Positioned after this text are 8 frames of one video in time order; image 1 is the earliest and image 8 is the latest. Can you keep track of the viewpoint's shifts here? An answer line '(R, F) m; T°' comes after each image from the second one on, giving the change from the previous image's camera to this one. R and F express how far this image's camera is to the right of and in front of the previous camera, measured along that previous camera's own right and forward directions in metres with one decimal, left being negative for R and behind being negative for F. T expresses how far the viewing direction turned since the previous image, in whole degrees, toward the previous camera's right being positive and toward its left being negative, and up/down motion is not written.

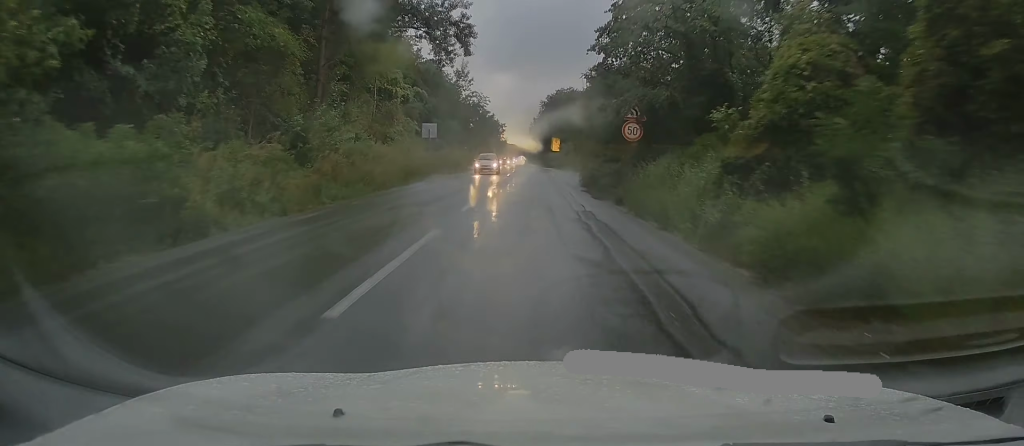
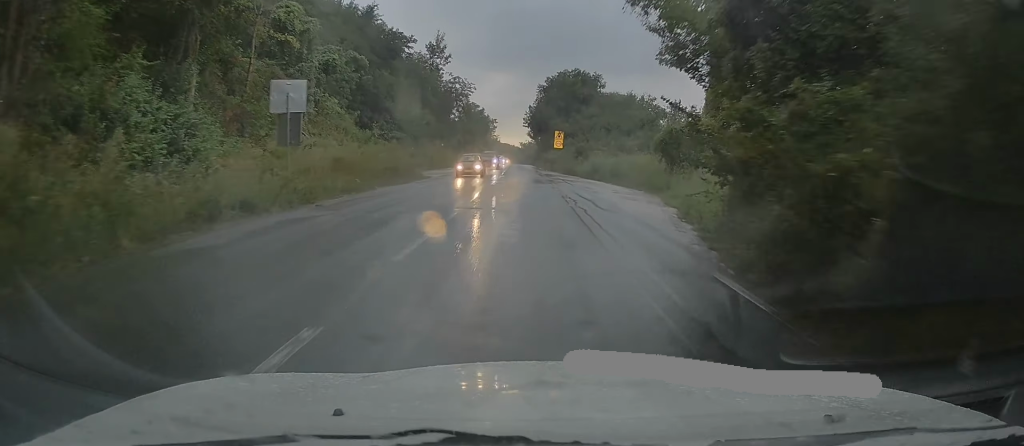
(+0.6, +24.3) m; +2°
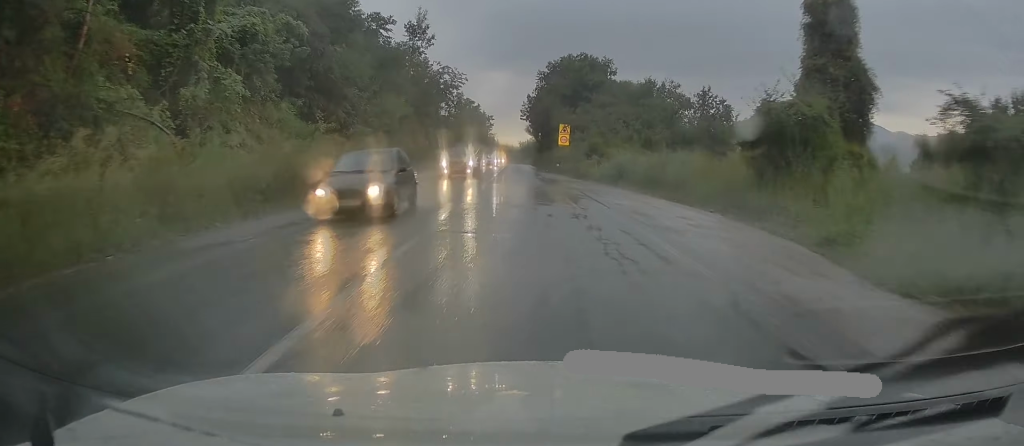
(-0.2, +12.7) m; -1°
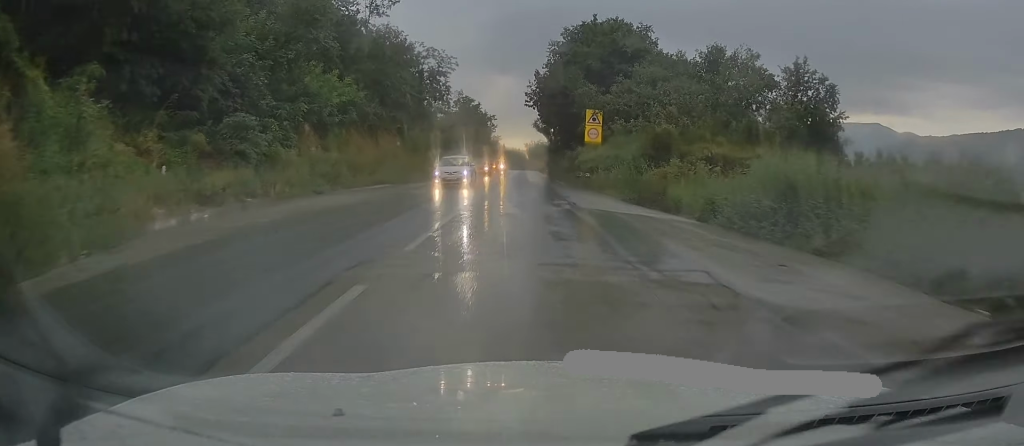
(-0.1, +20.9) m; -1°
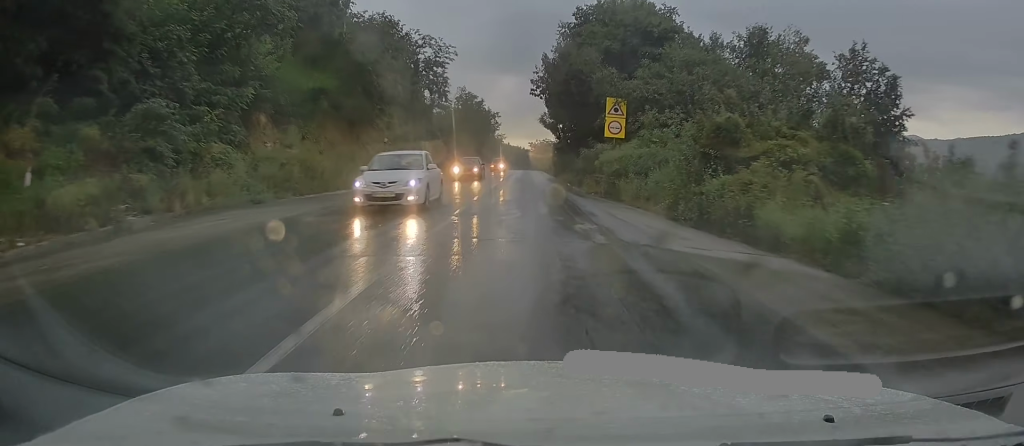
(-0.1, +7.2) m; 0°
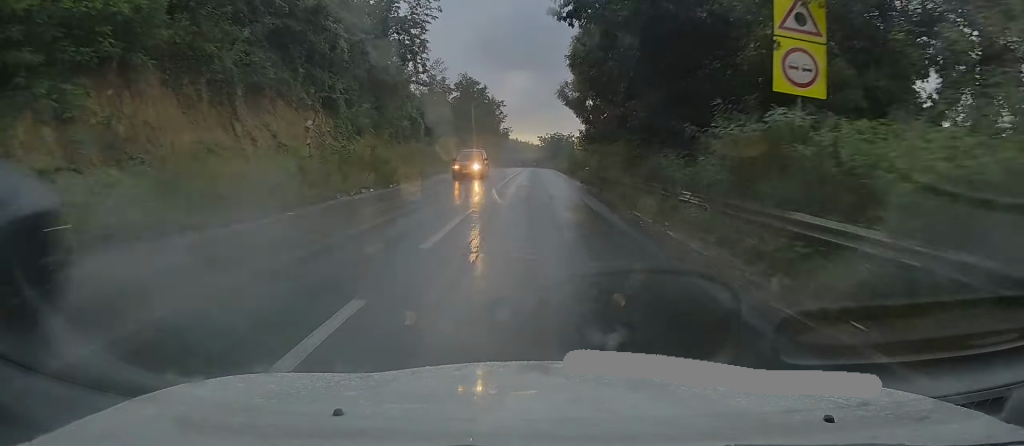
(-0.1, +20.0) m; 0°
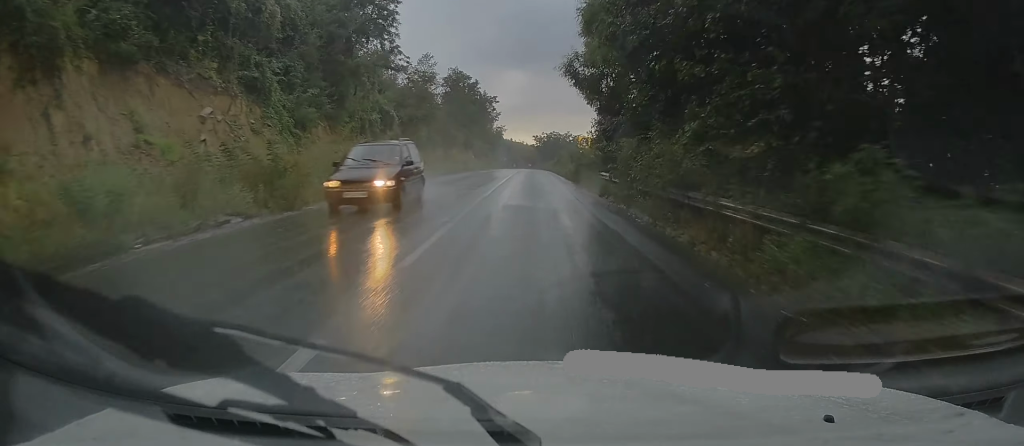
(0.0, +10.2) m; 0°
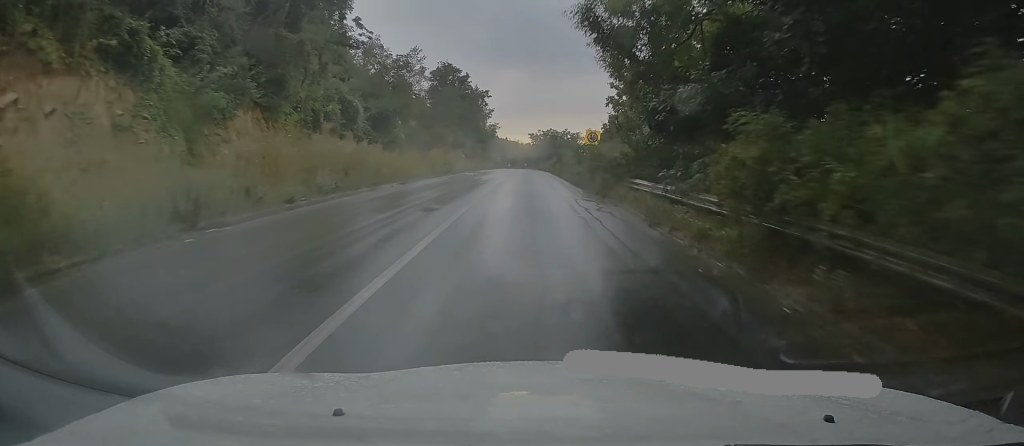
(0.0, +9.7) m; 0°
